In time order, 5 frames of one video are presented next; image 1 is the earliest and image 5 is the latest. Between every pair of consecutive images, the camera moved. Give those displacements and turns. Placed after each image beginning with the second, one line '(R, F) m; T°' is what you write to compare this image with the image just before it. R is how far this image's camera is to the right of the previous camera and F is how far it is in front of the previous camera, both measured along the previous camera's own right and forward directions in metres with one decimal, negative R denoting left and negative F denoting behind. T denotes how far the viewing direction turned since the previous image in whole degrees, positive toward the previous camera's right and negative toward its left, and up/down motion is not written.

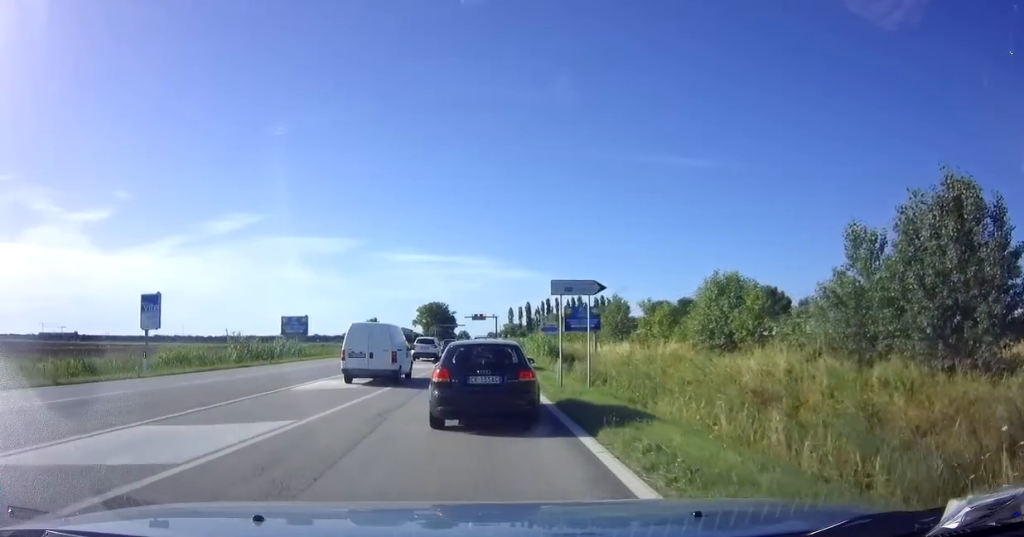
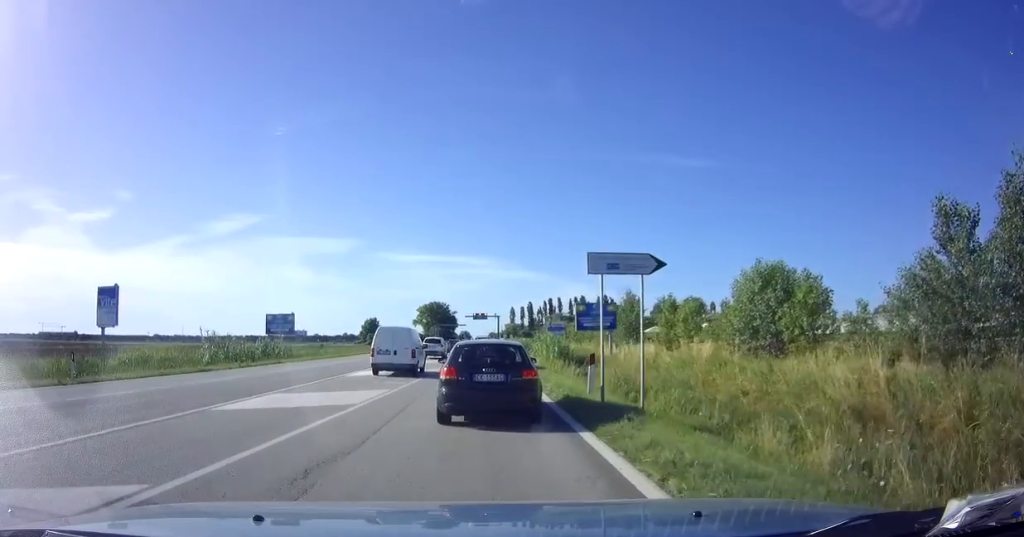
(+0.1, +4.6) m; 0°
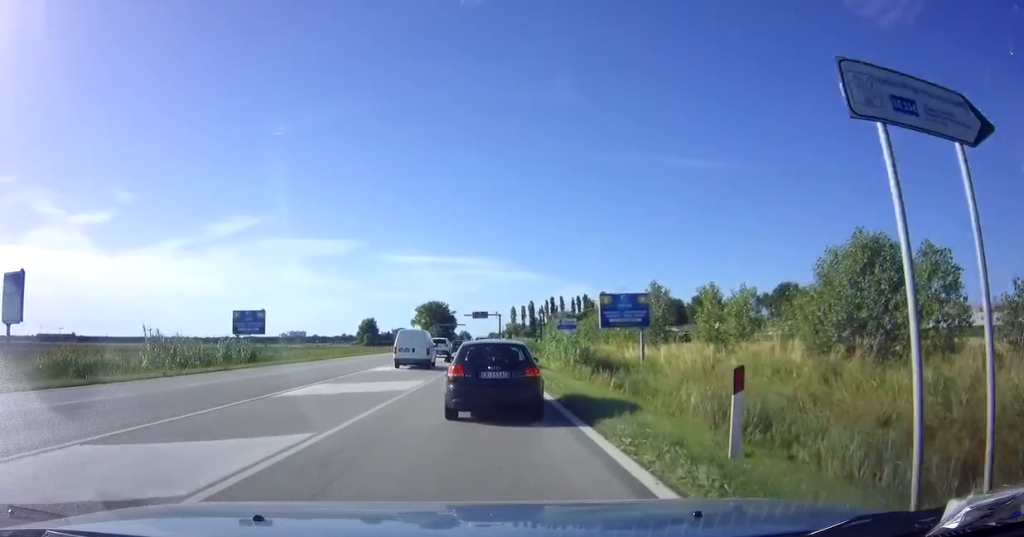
(0.0, +7.5) m; 0°
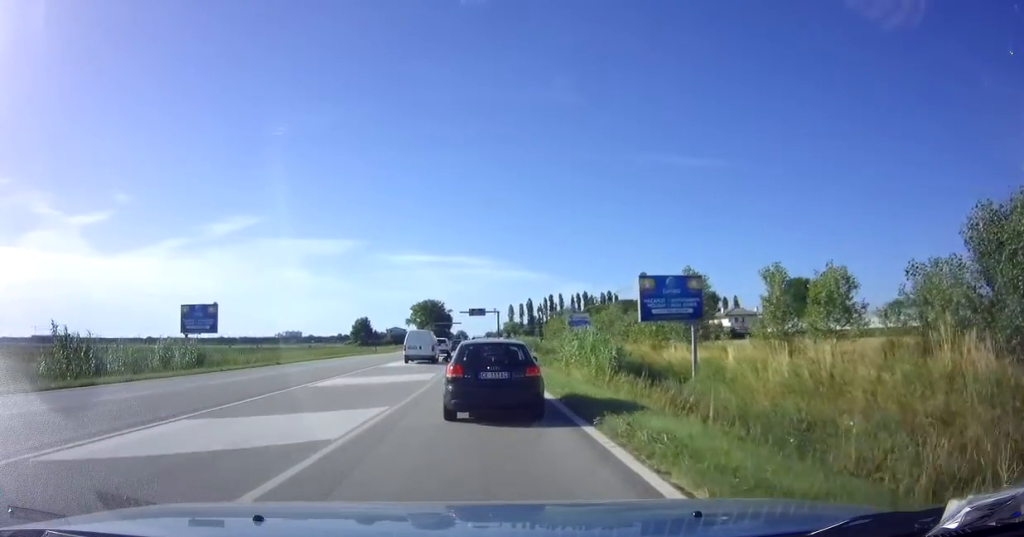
(0.0, +7.8) m; +1°
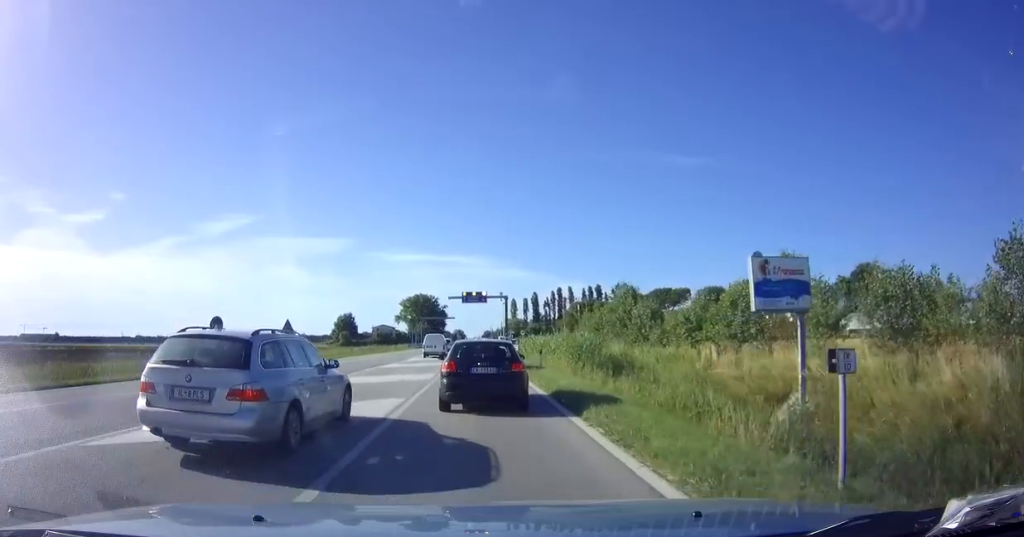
(+0.2, +32.7) m; 0°
